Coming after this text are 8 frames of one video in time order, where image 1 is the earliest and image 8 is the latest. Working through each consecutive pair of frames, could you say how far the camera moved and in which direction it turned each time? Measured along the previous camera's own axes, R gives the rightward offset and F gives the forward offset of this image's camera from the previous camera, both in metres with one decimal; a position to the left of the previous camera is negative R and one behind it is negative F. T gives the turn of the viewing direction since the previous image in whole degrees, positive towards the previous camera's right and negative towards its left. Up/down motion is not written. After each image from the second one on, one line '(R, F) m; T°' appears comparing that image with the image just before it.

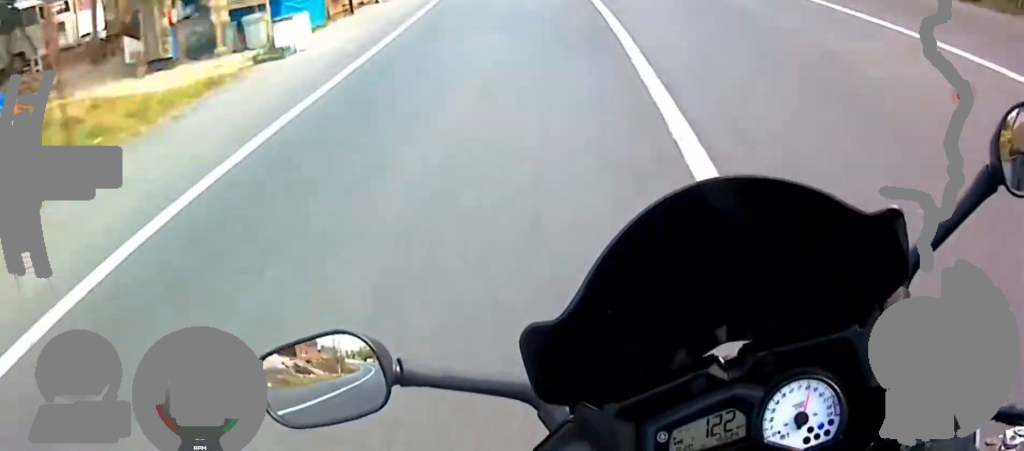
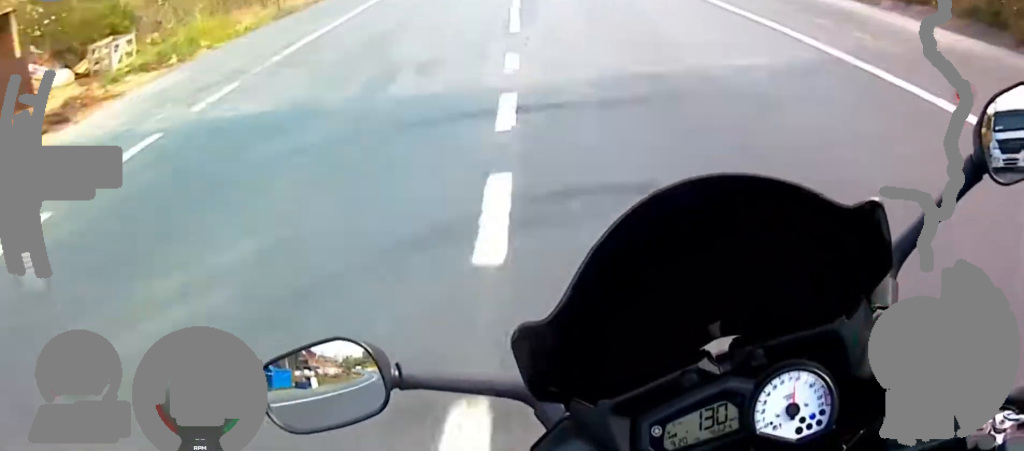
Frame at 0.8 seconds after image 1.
(0.0, +23.0) m; -2°
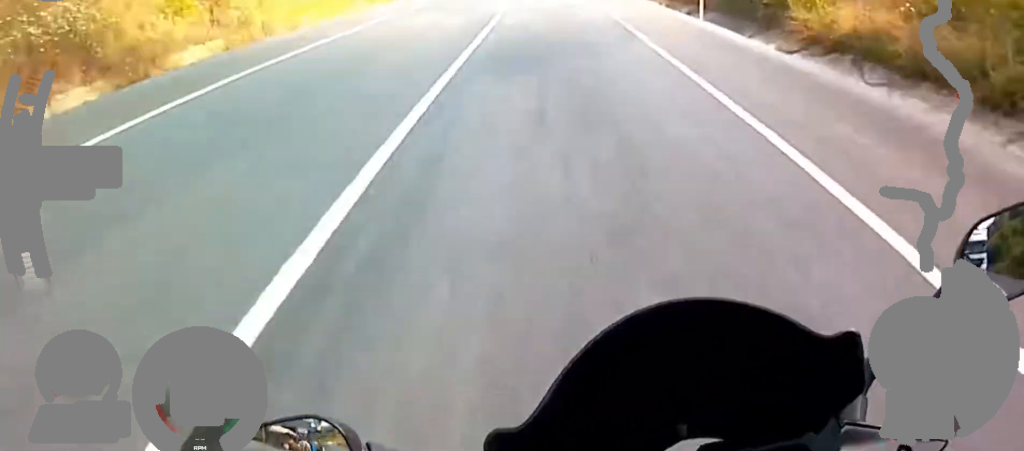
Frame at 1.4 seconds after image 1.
(-0.7, +18.2) m; -2°
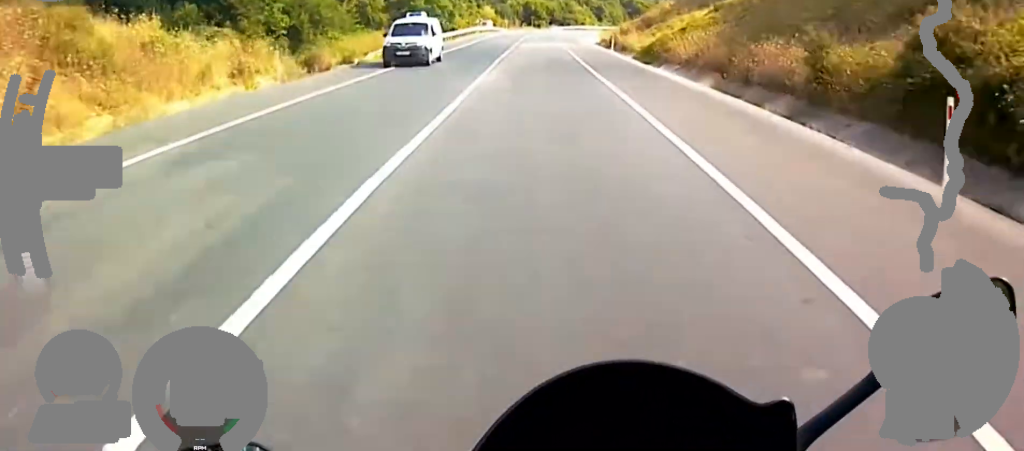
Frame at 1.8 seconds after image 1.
(-0.2, +14.2) m; 0°
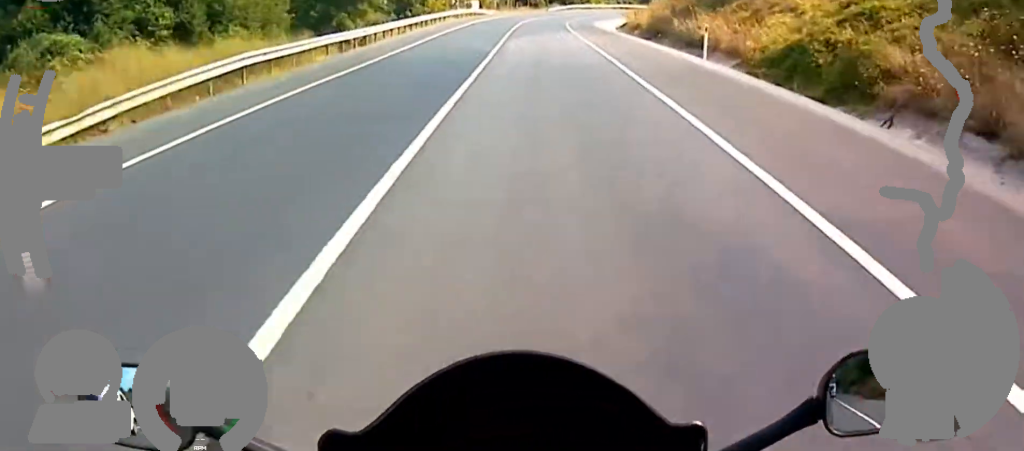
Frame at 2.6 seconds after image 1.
(-0.2, +24.3) m; +2°
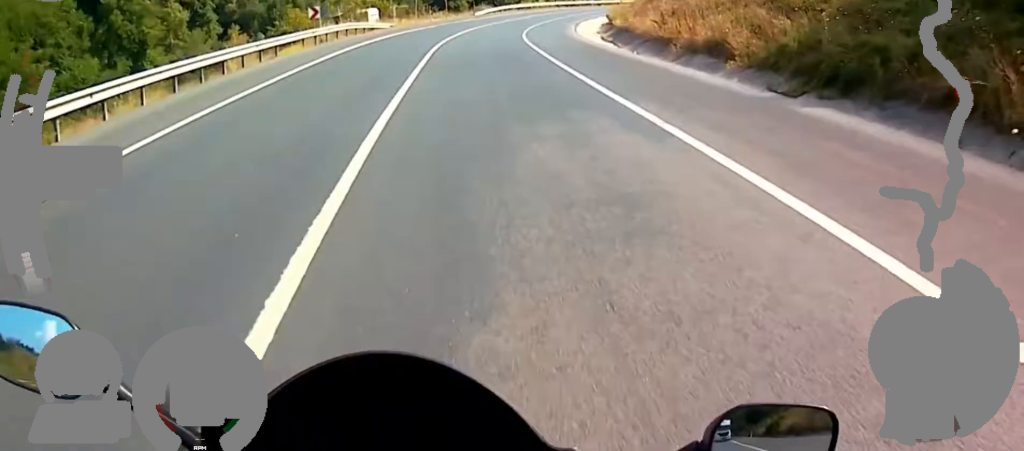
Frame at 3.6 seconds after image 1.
(+1.0, +28.7) m; +11°
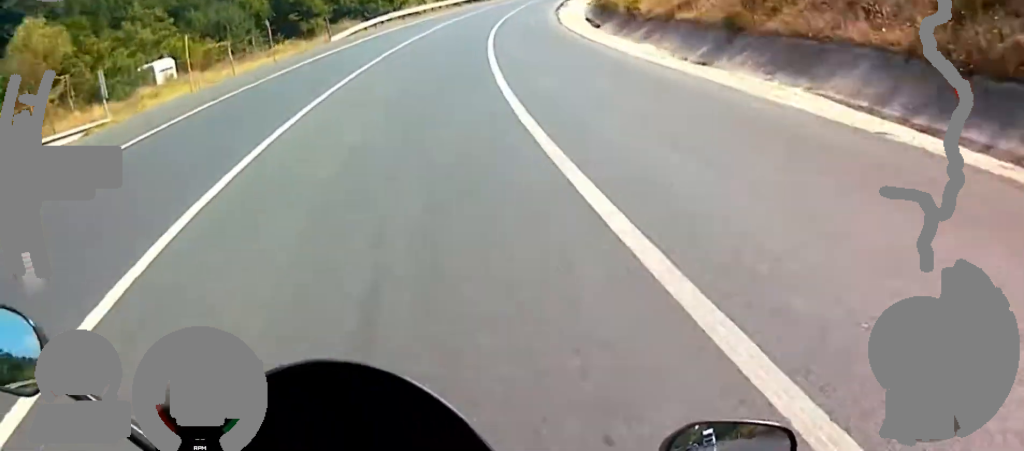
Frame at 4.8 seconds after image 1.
(+5.8, +34.1) m; +11°
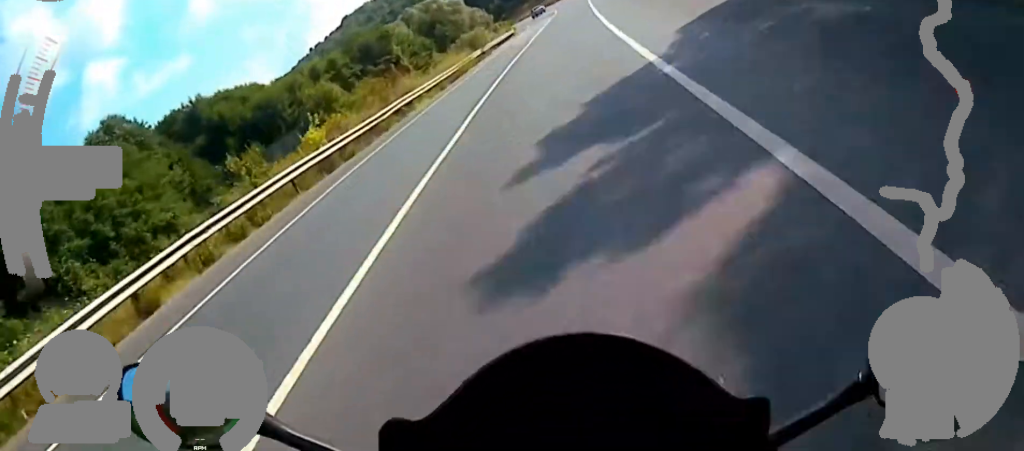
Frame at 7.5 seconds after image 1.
(+1.0, +71.5) m; +6°
